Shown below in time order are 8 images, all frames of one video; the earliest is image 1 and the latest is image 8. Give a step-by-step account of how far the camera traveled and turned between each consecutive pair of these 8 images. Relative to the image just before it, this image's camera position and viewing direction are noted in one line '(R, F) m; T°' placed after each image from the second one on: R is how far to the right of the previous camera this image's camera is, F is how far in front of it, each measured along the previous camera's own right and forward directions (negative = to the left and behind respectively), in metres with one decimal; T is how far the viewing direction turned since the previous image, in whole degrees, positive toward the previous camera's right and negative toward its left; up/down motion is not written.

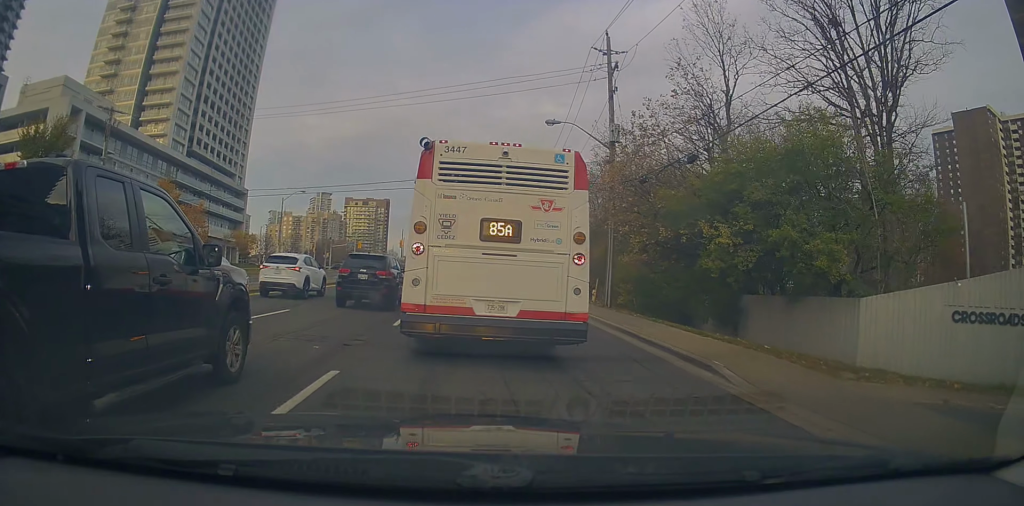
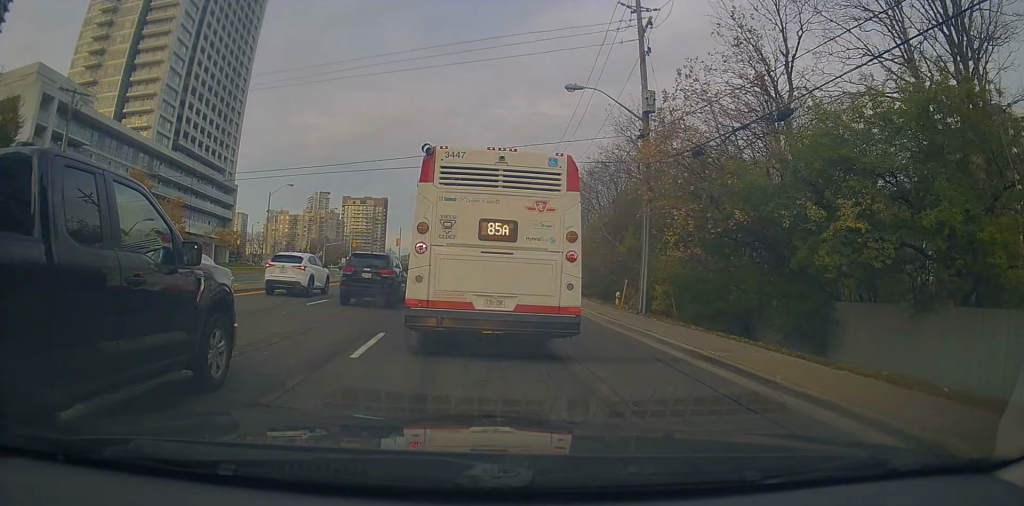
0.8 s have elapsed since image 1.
(-0.2, +4.5) m; +3°
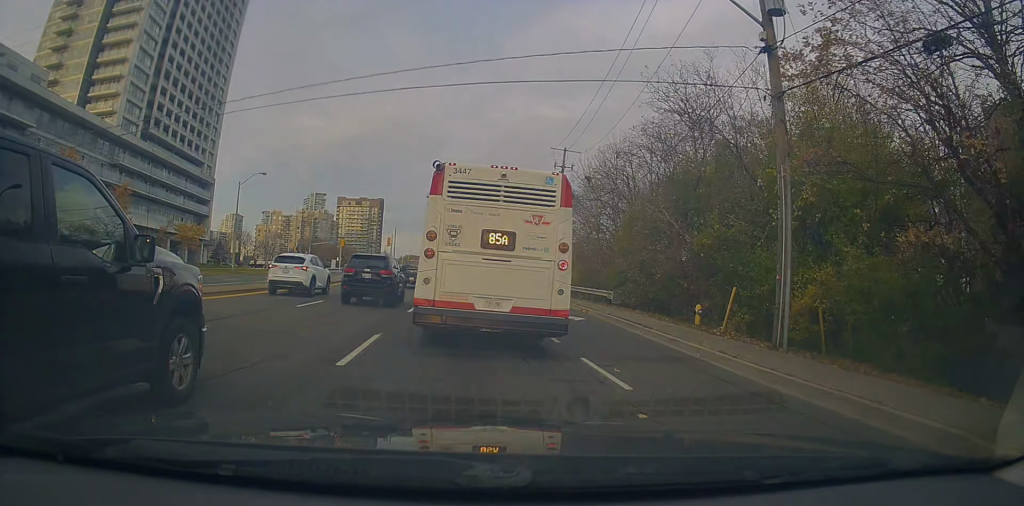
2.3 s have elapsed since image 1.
(+0.8, +9.6) m; 0°
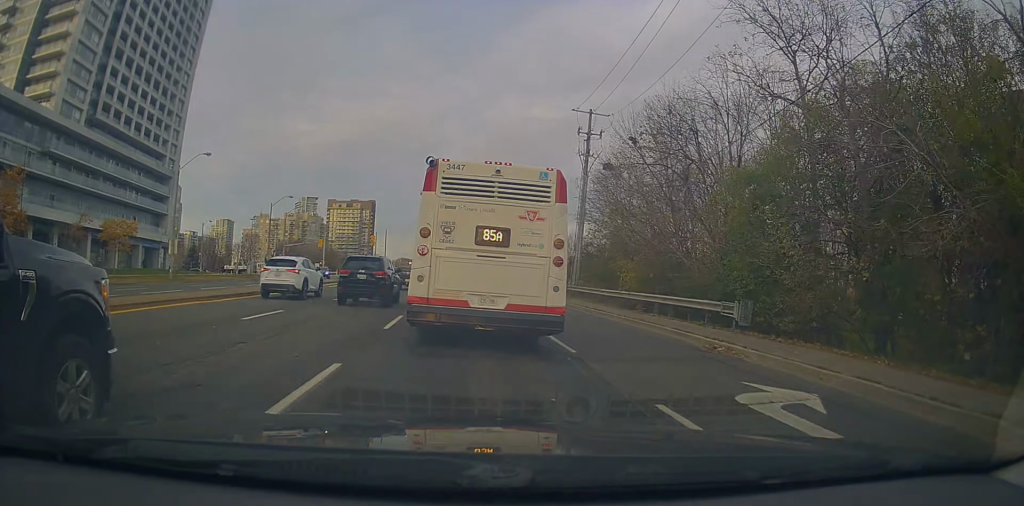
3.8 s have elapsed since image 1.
(-1.1, +12.3) m; -3°
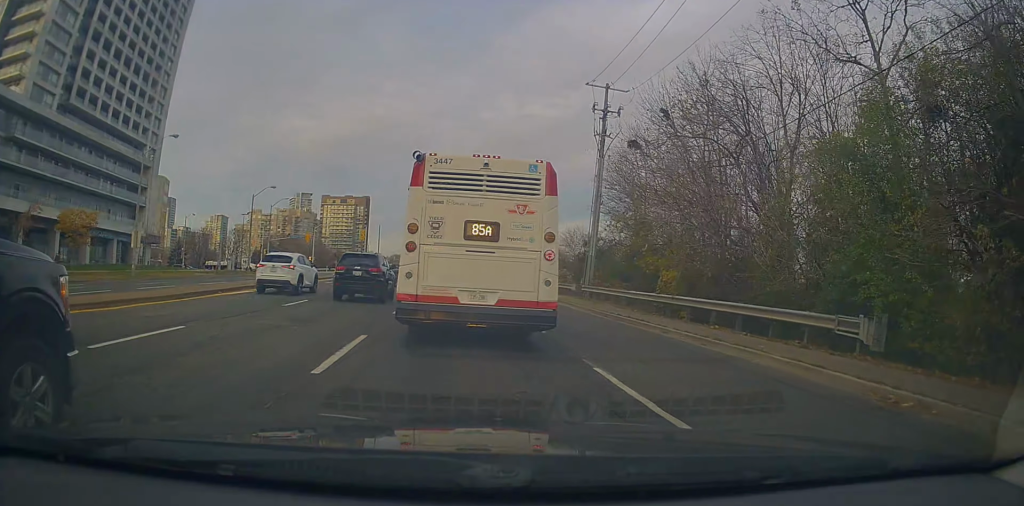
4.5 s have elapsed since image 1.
(+0.6, +6.0) m; +2°
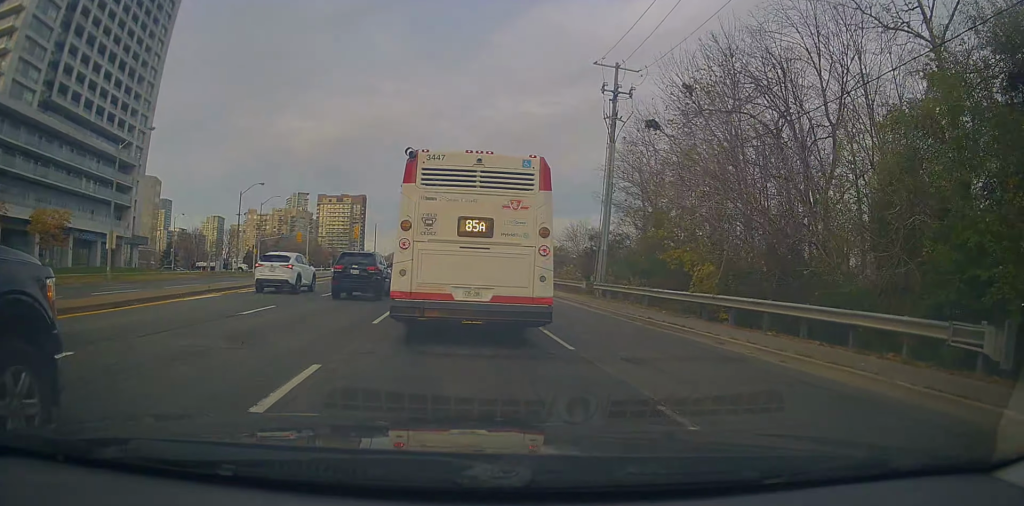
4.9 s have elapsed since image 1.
(-0.1, +3.7) m; 0°
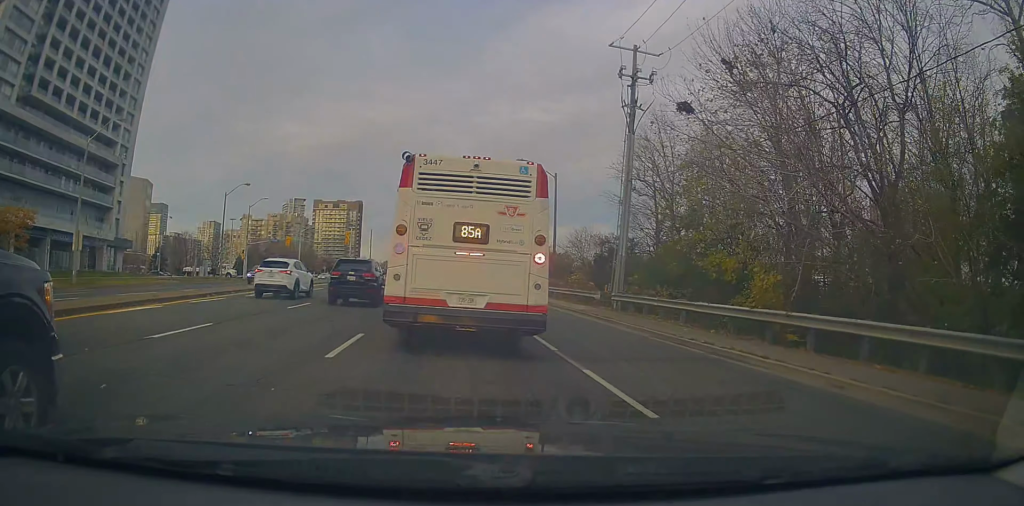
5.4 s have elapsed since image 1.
(-0.3, +4.6) m; 0°
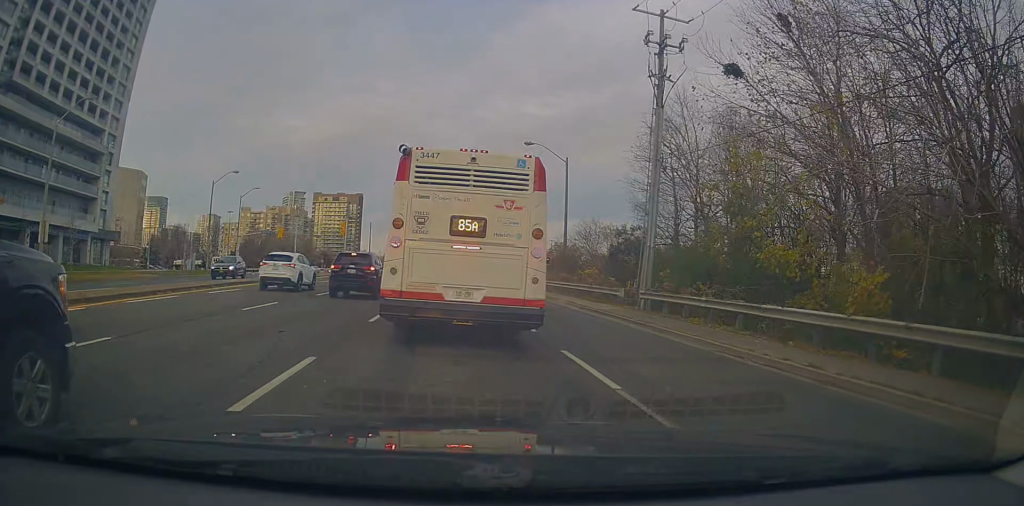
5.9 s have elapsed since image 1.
(0.0, +4.3) m; 0°
